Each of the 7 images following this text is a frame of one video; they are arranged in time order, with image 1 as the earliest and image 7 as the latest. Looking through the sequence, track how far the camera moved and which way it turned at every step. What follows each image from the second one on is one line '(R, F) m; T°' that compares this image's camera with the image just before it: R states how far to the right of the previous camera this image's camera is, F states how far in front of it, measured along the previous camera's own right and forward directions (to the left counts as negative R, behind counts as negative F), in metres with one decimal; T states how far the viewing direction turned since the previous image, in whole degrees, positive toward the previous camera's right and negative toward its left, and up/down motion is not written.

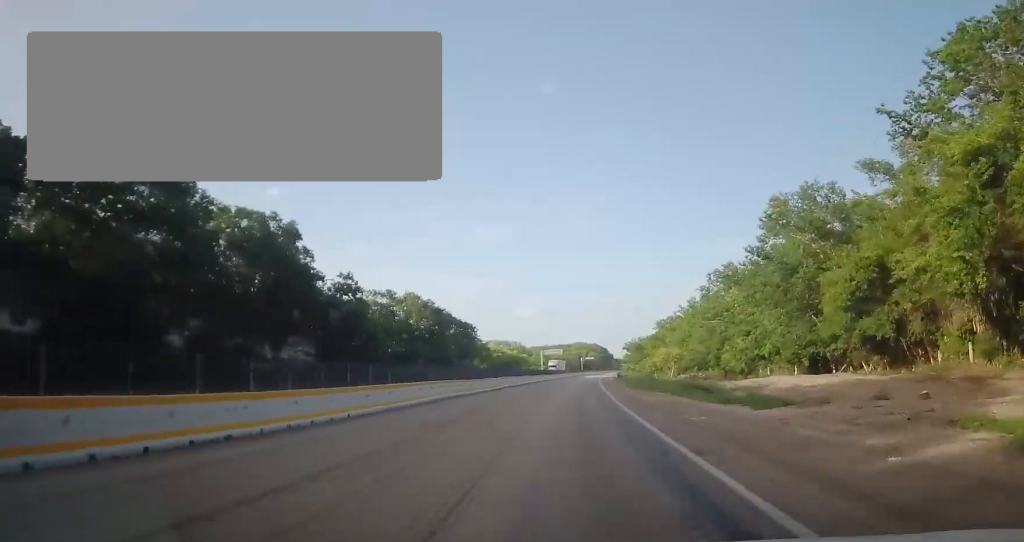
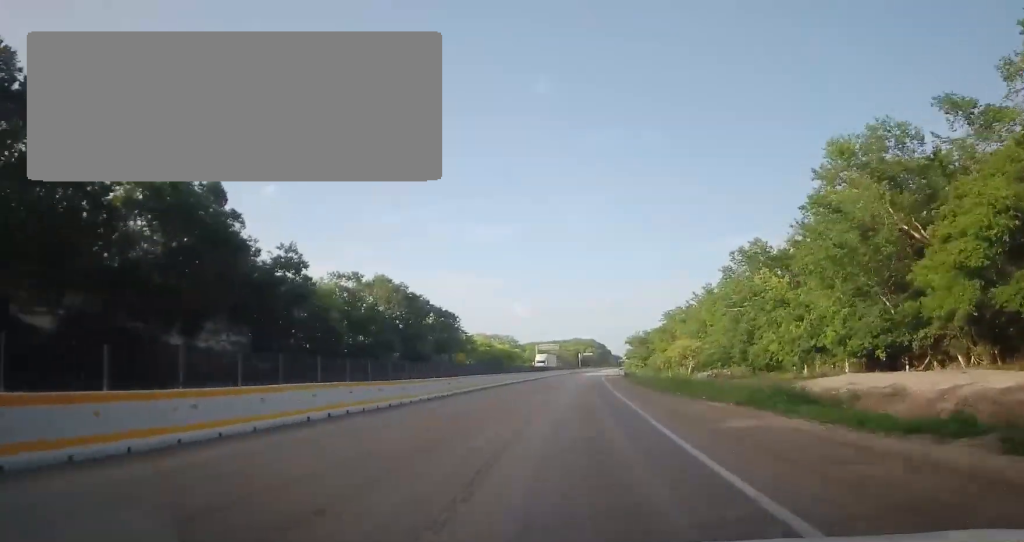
(0.0, +14.3) m; 0°
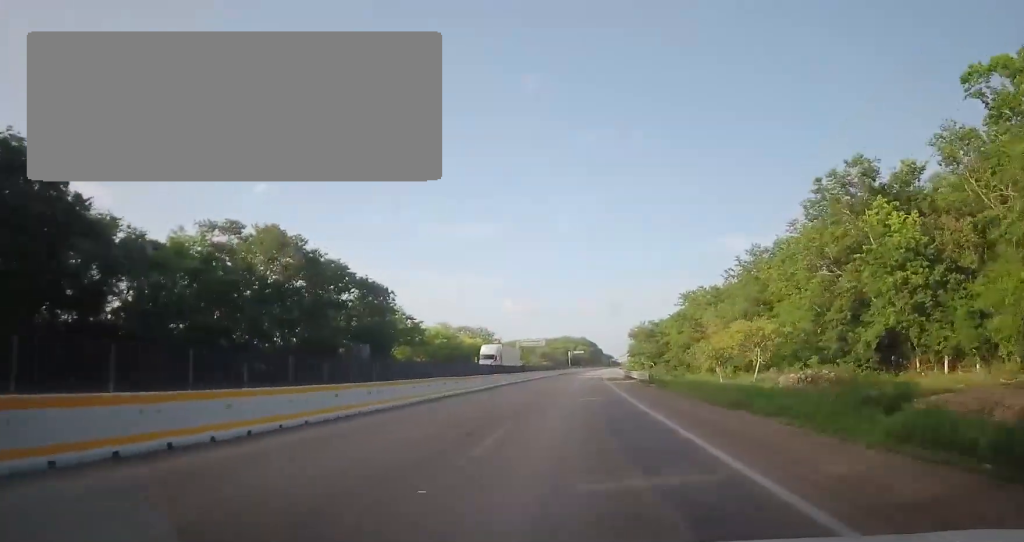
(+0.2, +29.4) m; 0°
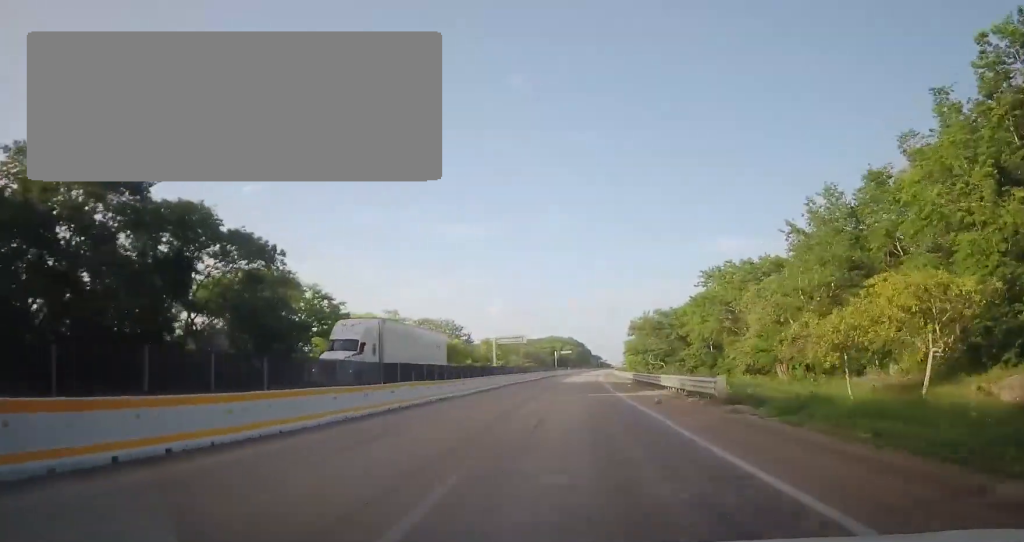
(-0.2, +22.9) m; 0°
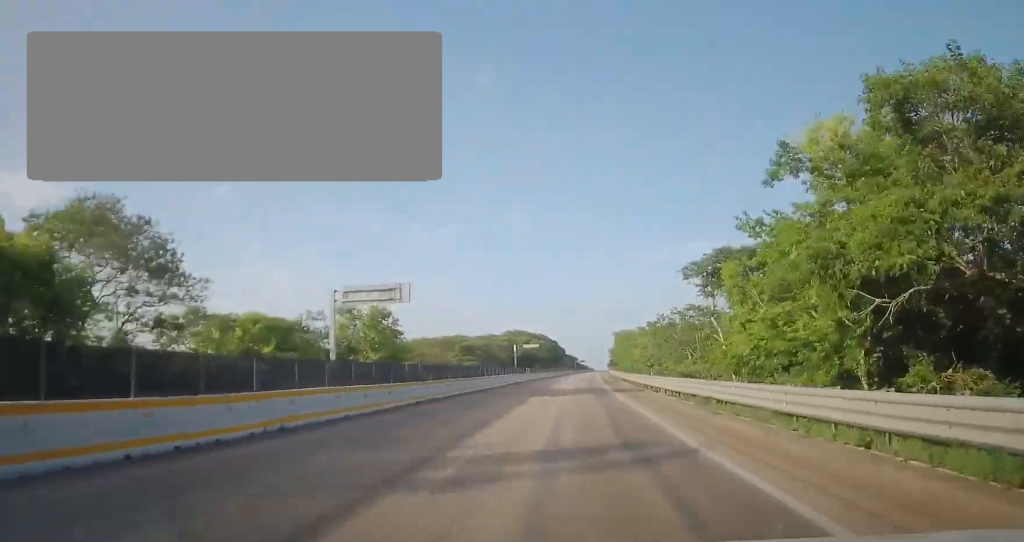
(+3.0, +72.4) m; +4°
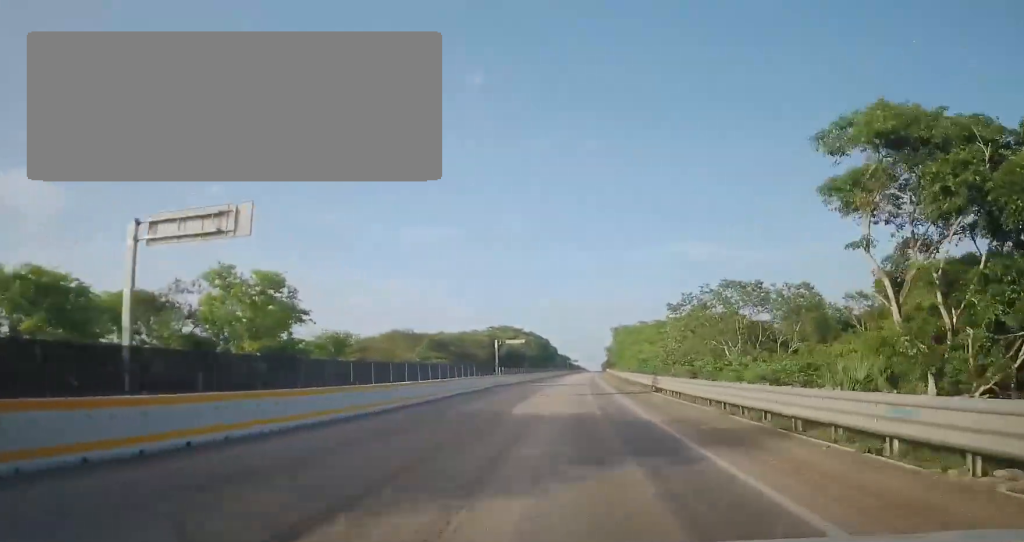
(0.0, +23.4) m; +1°
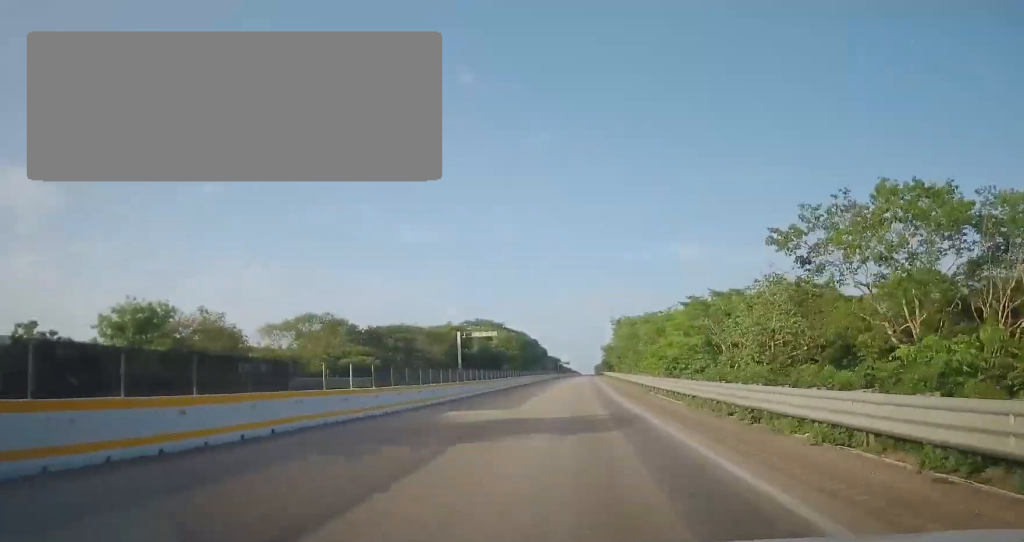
(+0.3, +33.4) m; 0°
